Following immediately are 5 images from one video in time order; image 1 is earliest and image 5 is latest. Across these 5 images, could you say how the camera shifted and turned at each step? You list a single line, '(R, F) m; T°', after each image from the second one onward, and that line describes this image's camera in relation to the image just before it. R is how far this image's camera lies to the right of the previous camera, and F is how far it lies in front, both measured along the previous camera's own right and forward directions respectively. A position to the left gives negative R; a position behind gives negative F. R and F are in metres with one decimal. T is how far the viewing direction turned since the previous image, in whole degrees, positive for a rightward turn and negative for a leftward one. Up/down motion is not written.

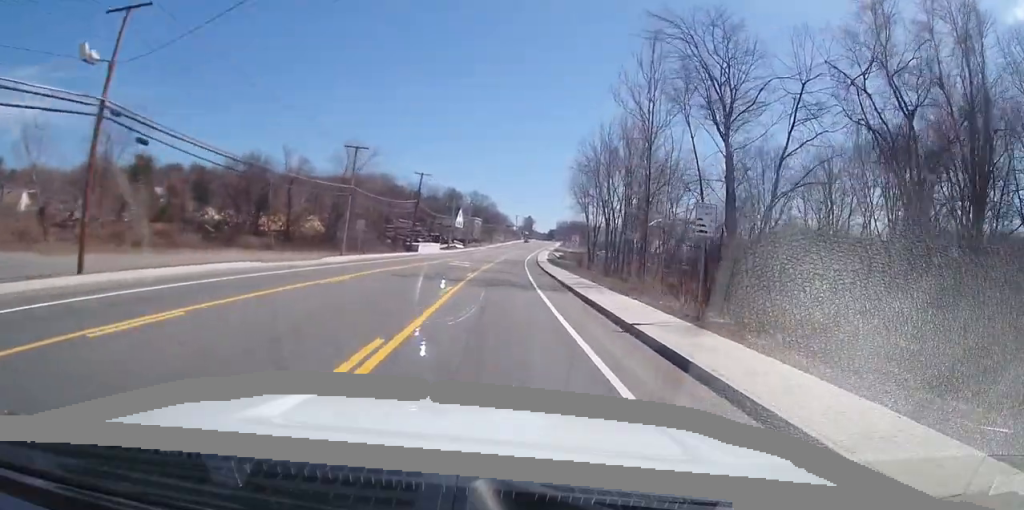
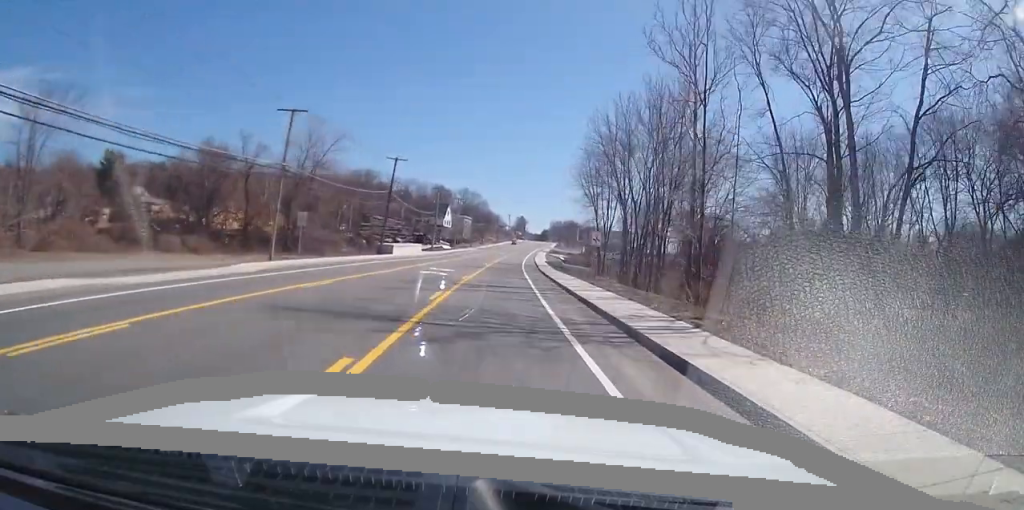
(0.0, +13.4) m; 0°
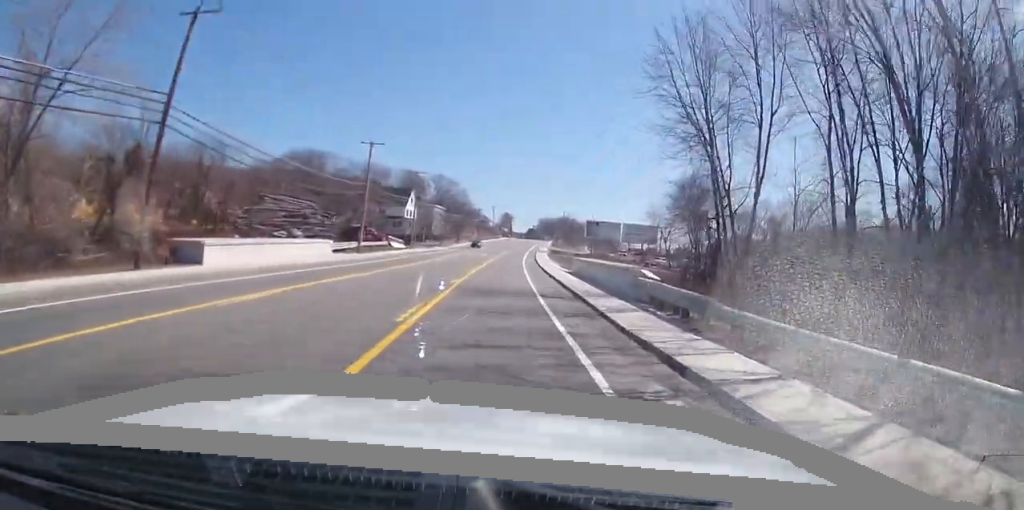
(+0.7, +41.0) m; +2°
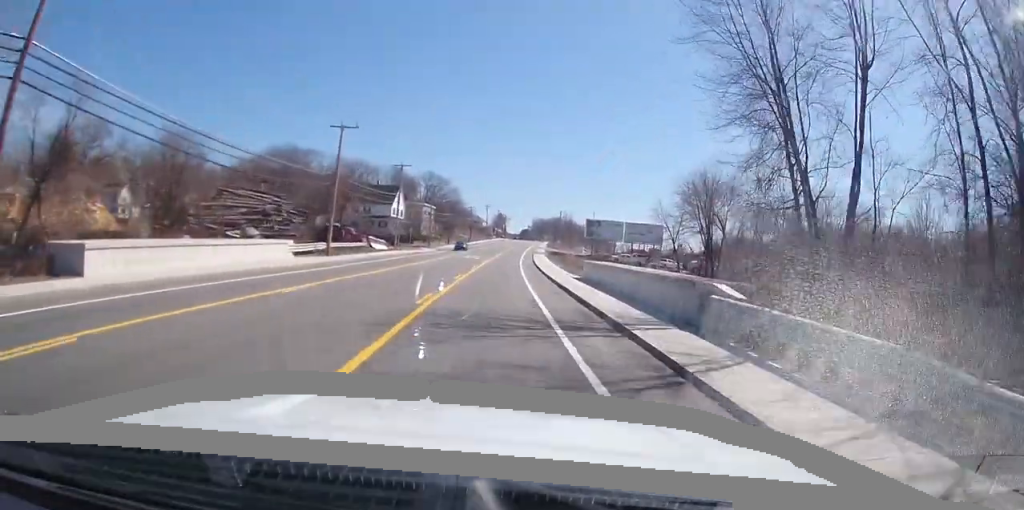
(0.0, +8.5) m; 0°
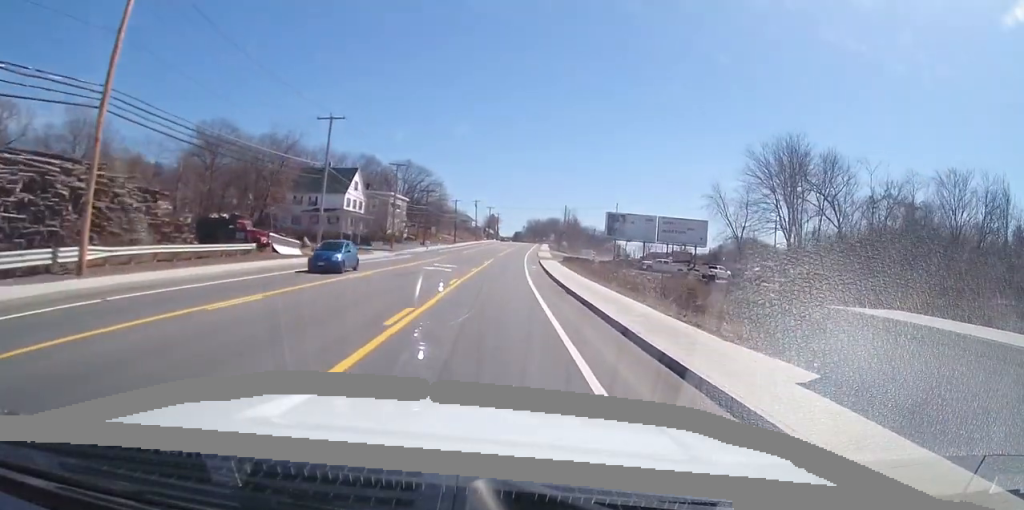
(+0.1, +29.8) m; 0°
